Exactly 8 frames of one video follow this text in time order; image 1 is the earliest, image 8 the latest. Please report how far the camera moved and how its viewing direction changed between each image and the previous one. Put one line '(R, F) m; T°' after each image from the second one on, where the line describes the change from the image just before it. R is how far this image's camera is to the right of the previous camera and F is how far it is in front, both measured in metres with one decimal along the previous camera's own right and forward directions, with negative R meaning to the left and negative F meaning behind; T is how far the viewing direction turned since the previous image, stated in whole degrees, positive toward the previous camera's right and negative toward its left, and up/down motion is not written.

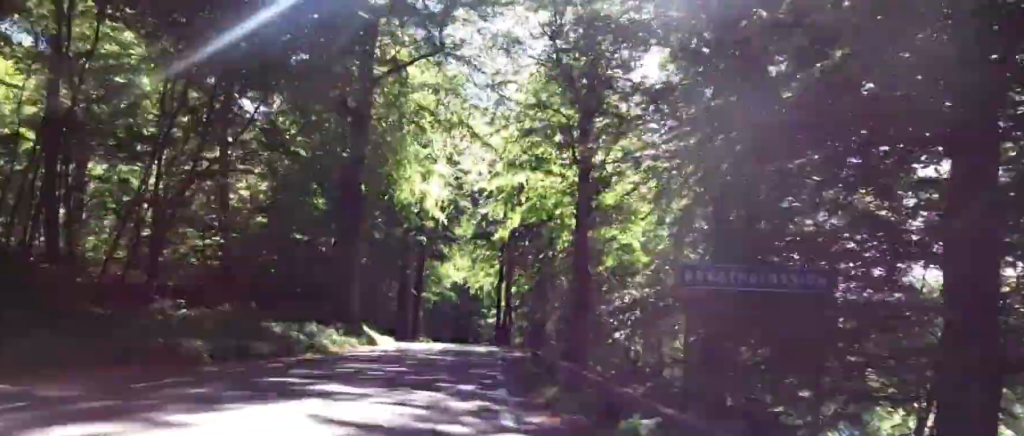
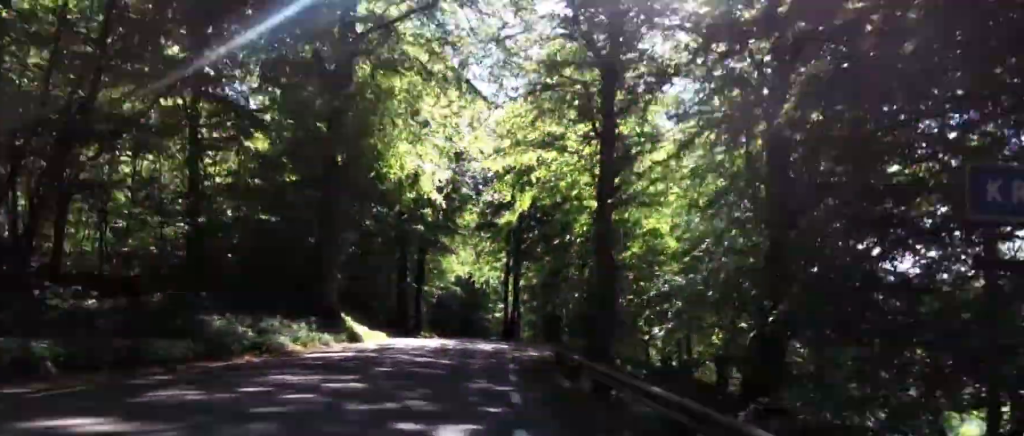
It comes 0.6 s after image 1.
(+0.2, +5.3) m; +2°
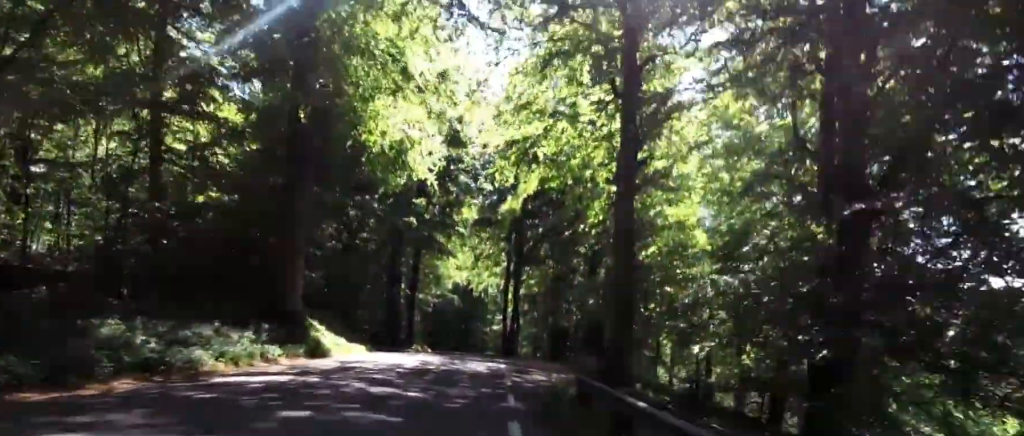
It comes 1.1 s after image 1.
(+0.2, +4.5) m; +3°
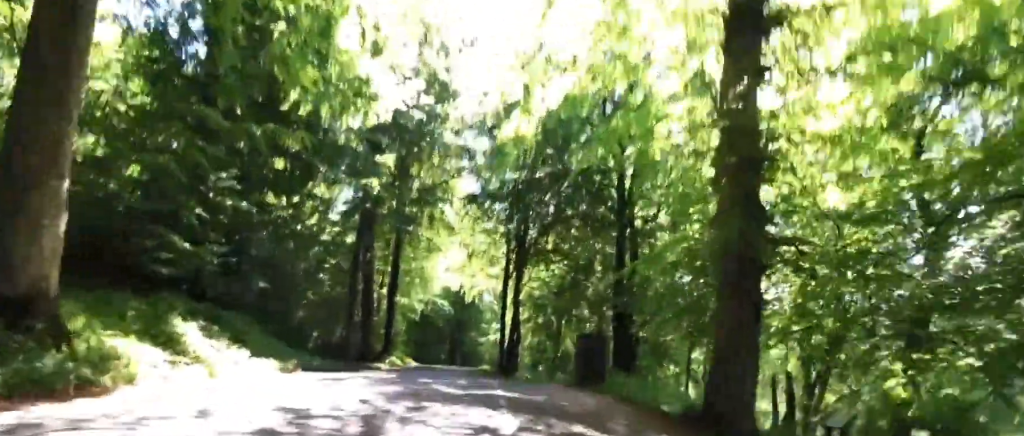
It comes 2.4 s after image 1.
(+0.2, +11.1) m; +2°
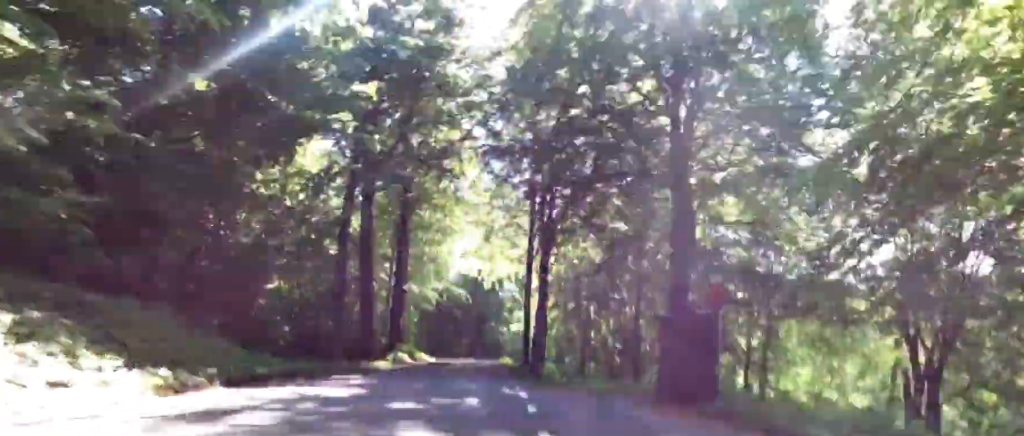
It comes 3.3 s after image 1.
(0.0, +7.3) m; +3°
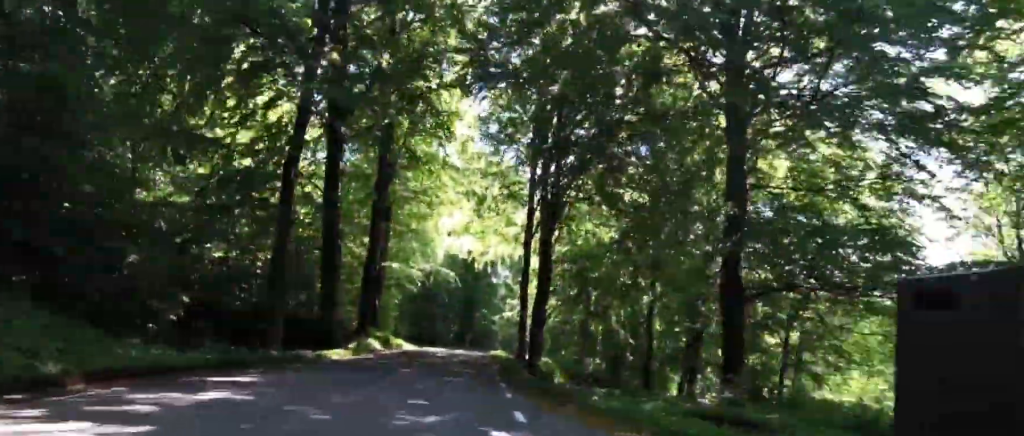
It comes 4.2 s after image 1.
(+0.5, +7.0) m; 0°
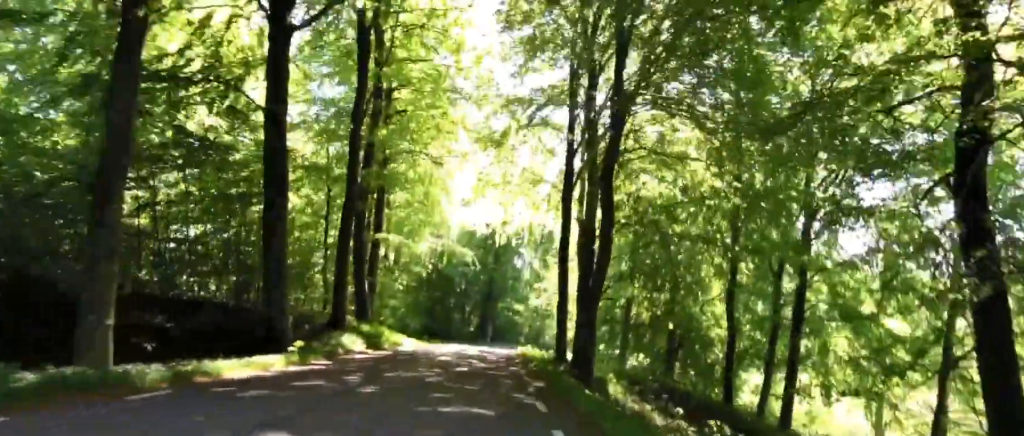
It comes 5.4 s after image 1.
(+0.2, +10.1) m; +5°
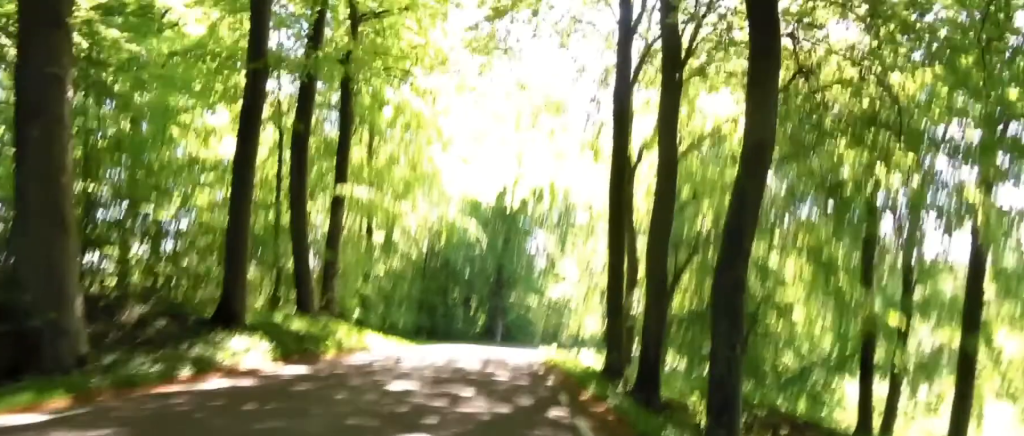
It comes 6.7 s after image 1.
(-0.8, +9.6) m; -14°
